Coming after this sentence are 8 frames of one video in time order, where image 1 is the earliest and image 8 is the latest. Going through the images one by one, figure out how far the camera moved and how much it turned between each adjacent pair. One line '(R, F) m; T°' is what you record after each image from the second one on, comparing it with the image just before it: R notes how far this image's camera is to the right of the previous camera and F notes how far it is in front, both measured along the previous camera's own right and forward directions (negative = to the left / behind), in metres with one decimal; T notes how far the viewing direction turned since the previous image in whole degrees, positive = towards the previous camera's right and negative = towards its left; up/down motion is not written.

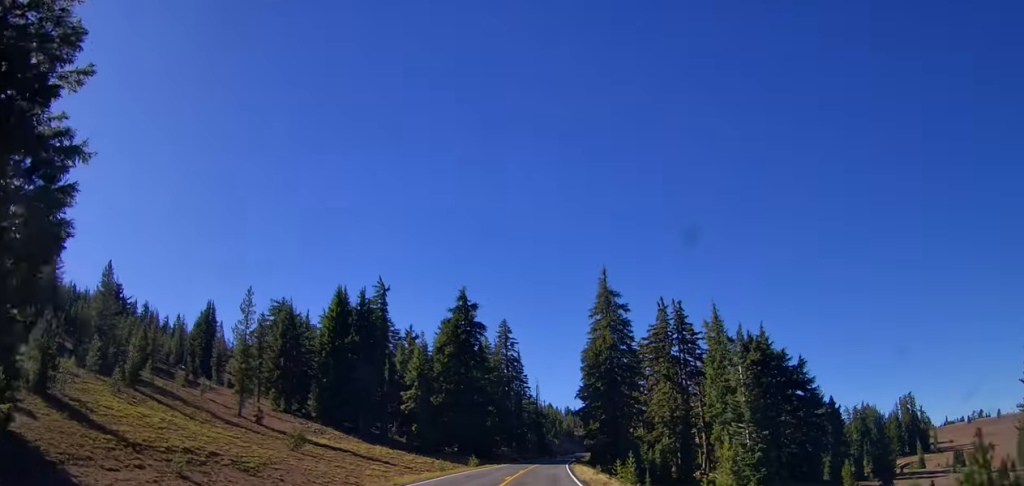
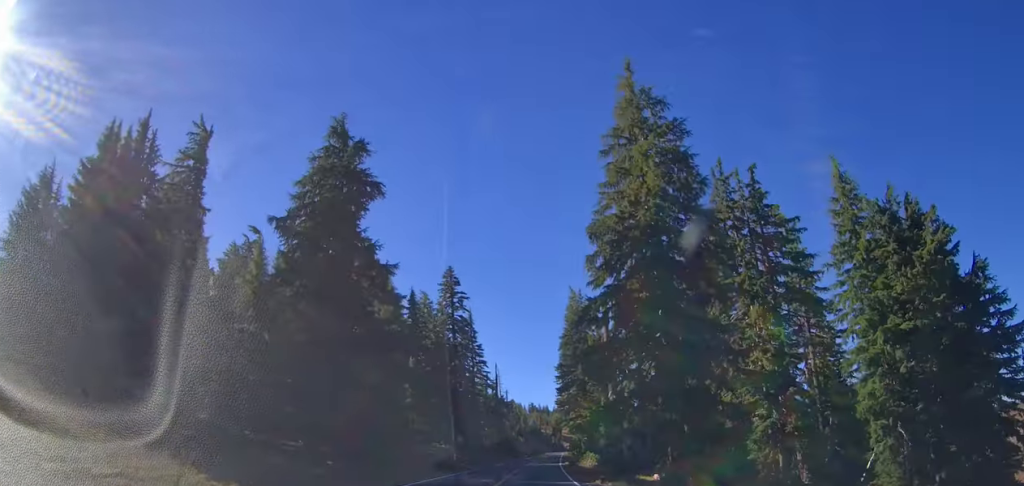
(+0.2, +48.3) m; +1°
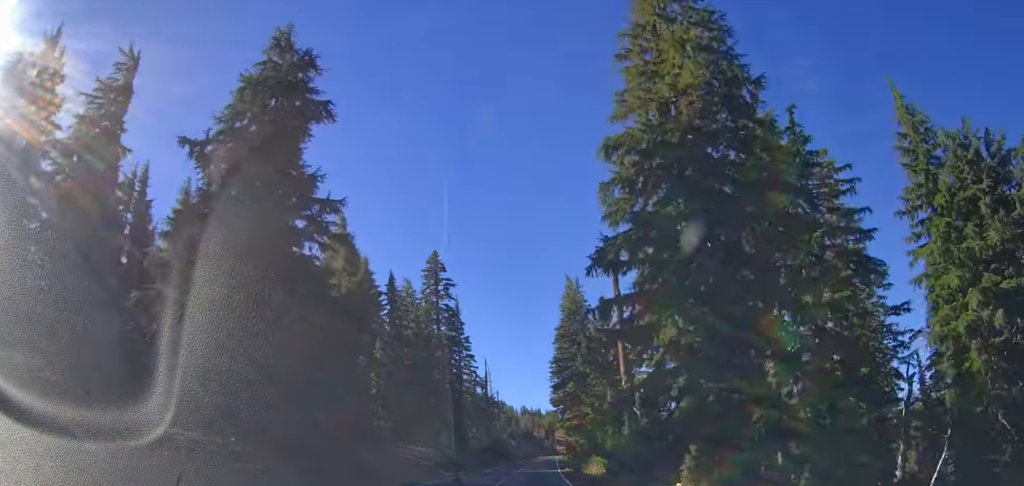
(+0.4, +11.2) m; +1°
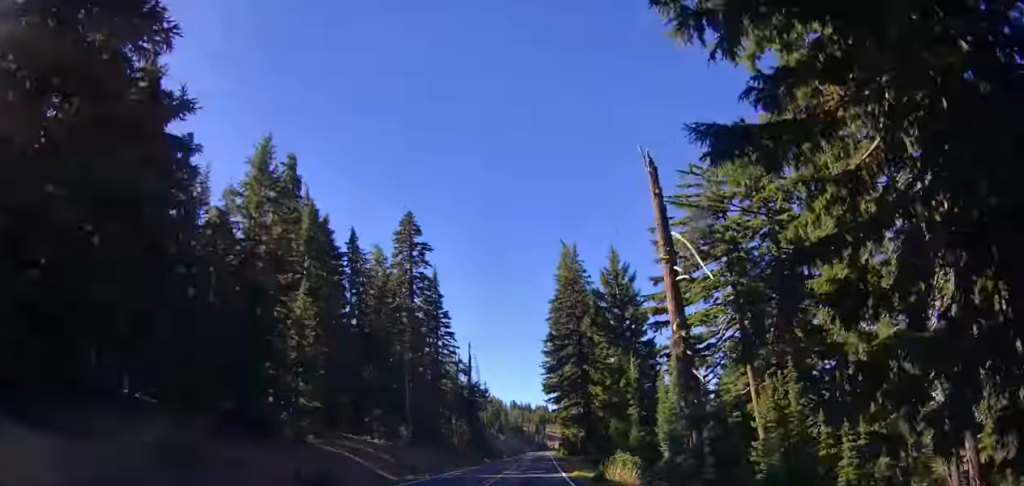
(+0.2, +16.7) m; +1°
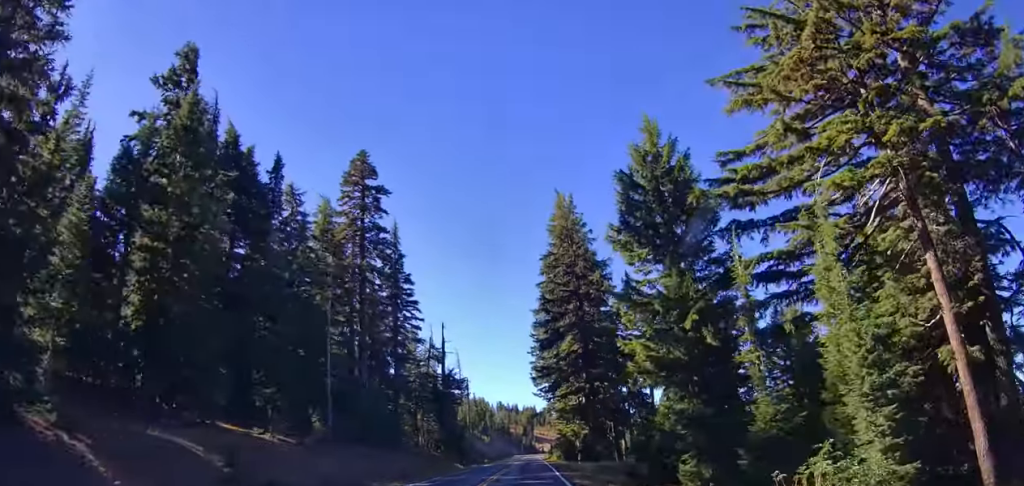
(+0.1, +21.7) m; +1°
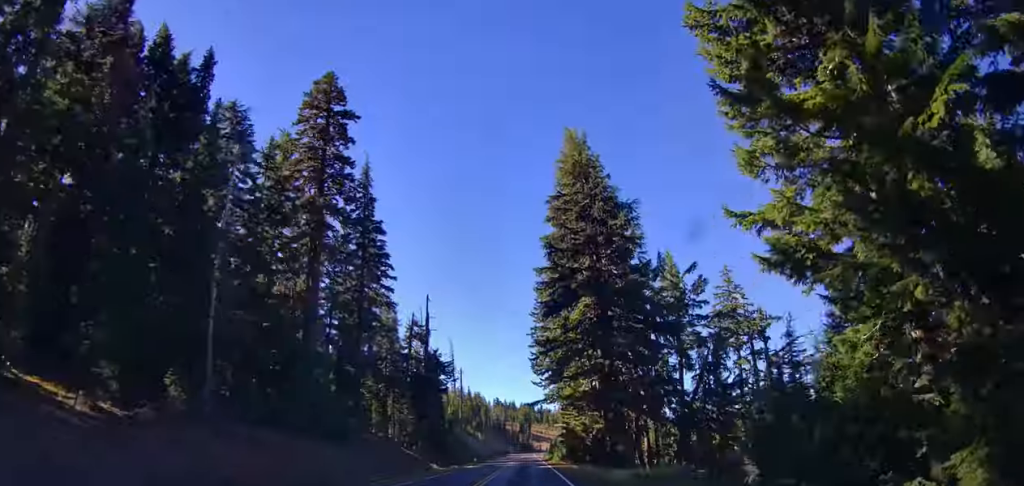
(+0.1, +16.1) m; +1°
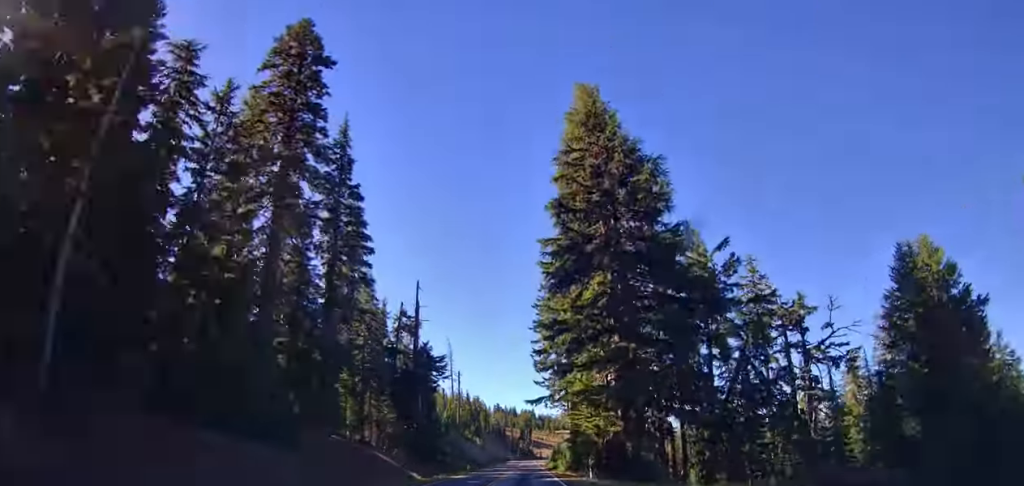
(+0.1, +9.7) m; 0°
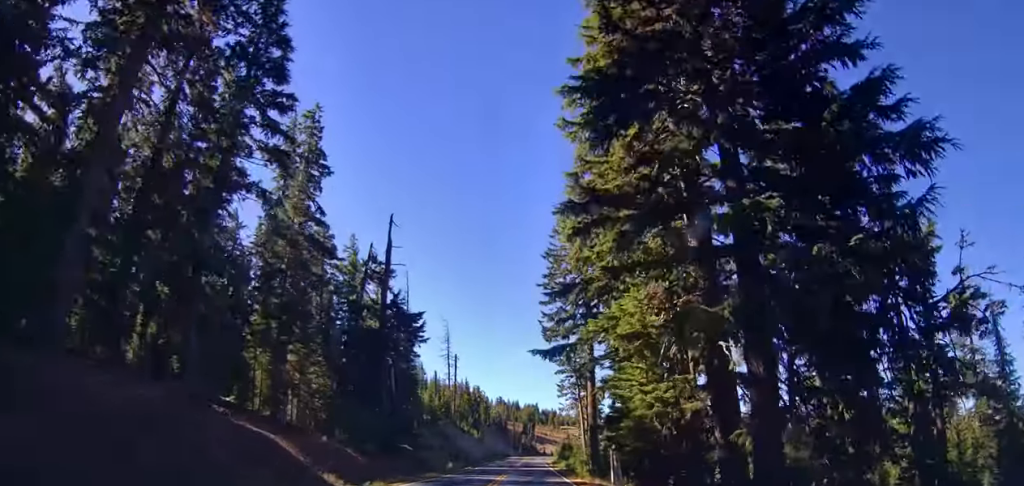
(+0.1, +20.2) m; 0°
